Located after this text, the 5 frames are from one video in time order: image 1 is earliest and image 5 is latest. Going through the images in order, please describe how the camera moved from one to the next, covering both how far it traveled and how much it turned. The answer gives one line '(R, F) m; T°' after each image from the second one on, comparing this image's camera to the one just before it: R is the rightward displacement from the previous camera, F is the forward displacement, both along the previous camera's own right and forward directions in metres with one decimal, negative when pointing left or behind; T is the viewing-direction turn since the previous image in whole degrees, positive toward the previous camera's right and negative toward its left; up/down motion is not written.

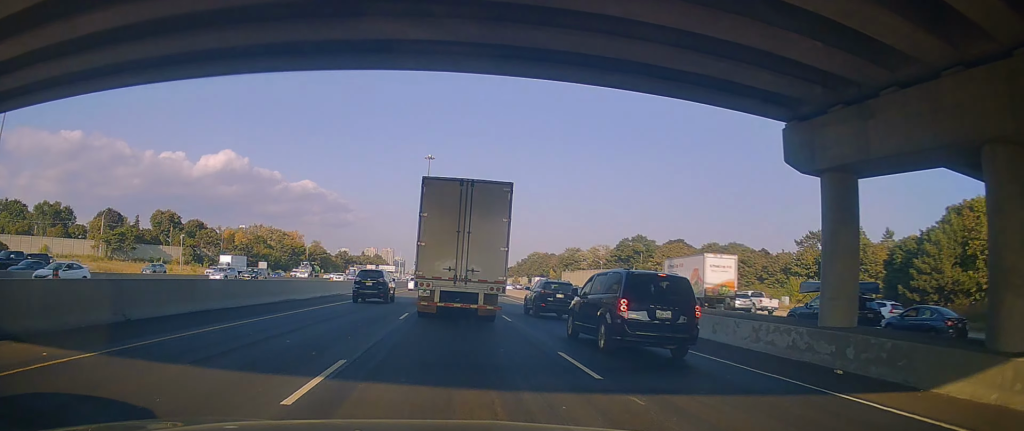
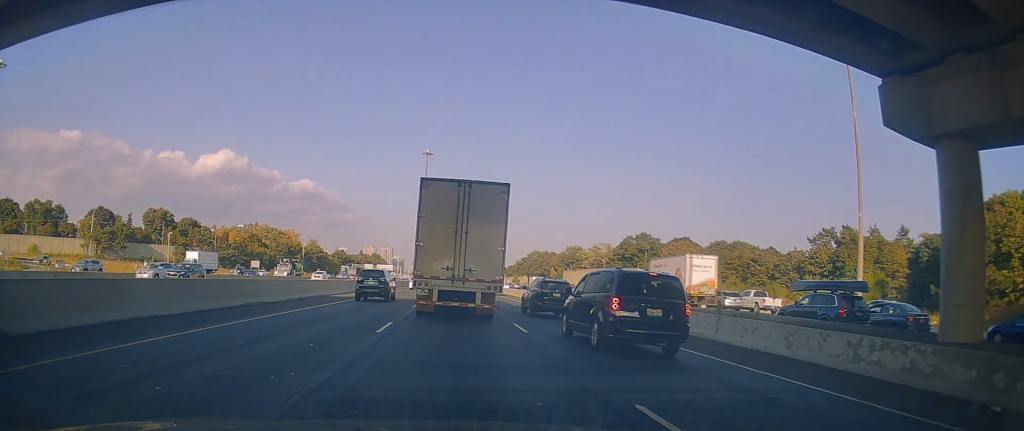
(+0.1, +4.9) m; +1°
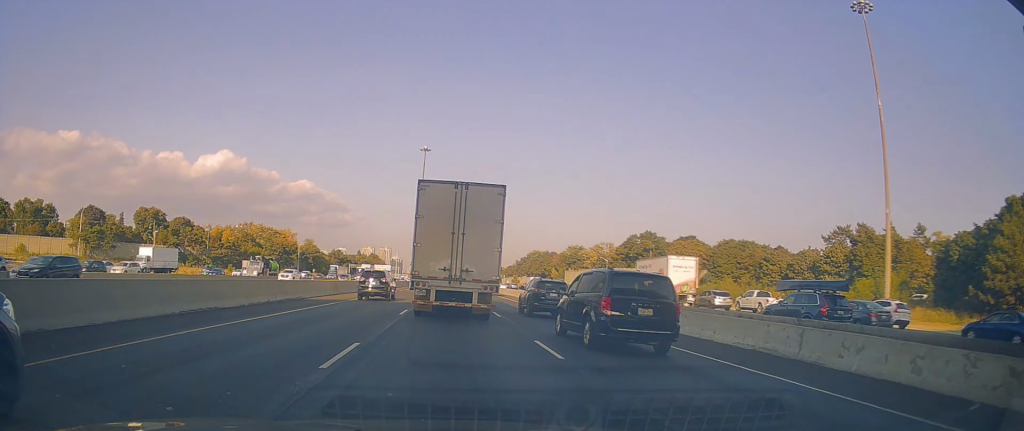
(+0.1, +5.2) m; +2°
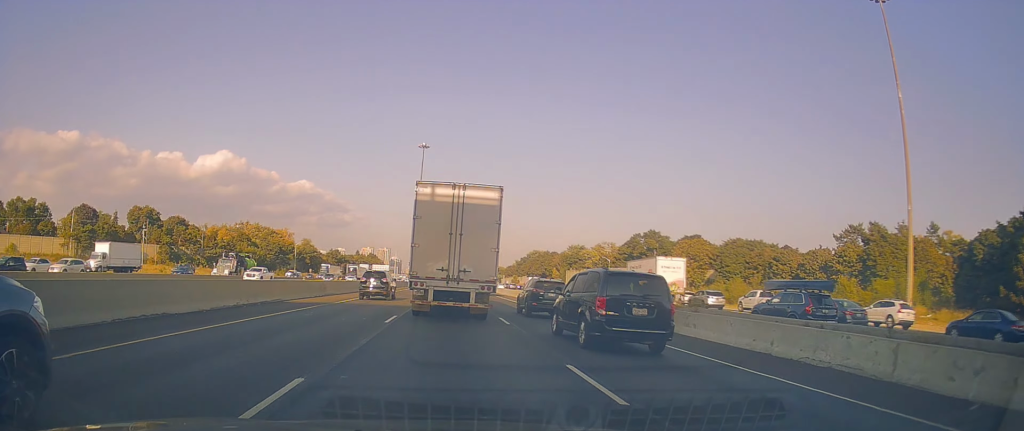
(0.0, +3.8) m; +1°
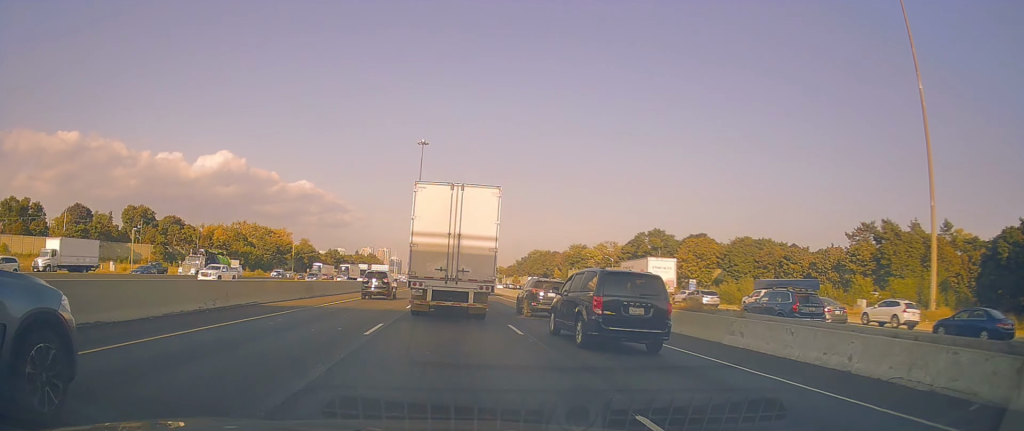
(0.0, +3.5) m; +1°
